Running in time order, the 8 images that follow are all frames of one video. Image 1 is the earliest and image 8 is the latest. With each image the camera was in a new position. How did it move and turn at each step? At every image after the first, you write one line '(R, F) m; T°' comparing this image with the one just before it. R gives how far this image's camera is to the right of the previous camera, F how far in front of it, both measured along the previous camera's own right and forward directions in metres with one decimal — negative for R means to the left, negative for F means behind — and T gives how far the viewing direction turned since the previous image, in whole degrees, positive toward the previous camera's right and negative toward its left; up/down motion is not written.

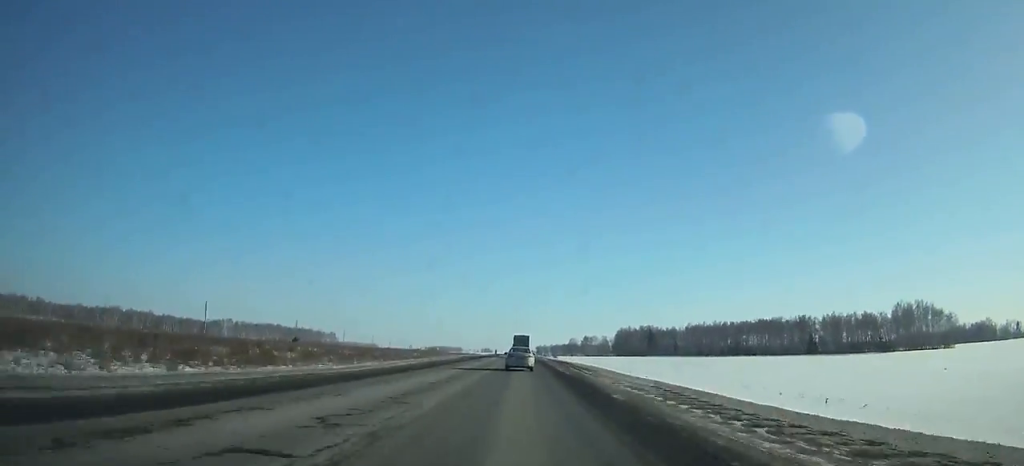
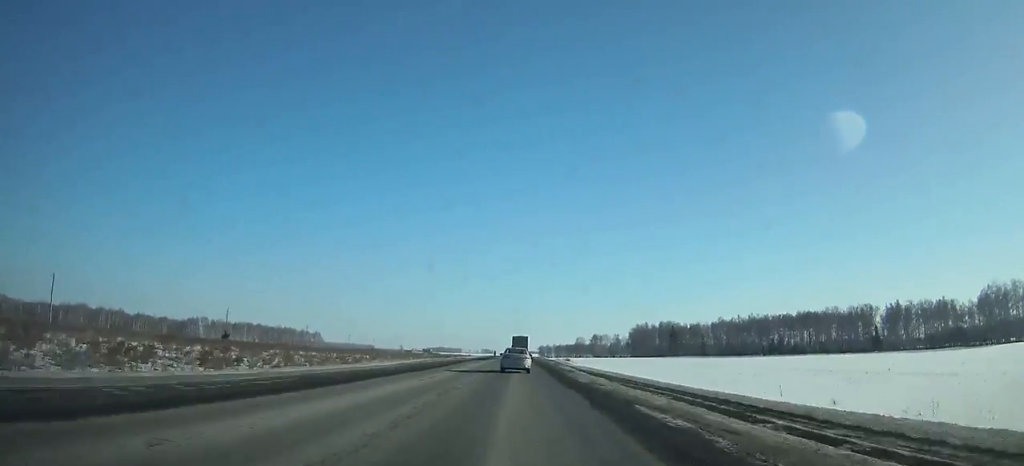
(0.0, +53.9) m; 0°
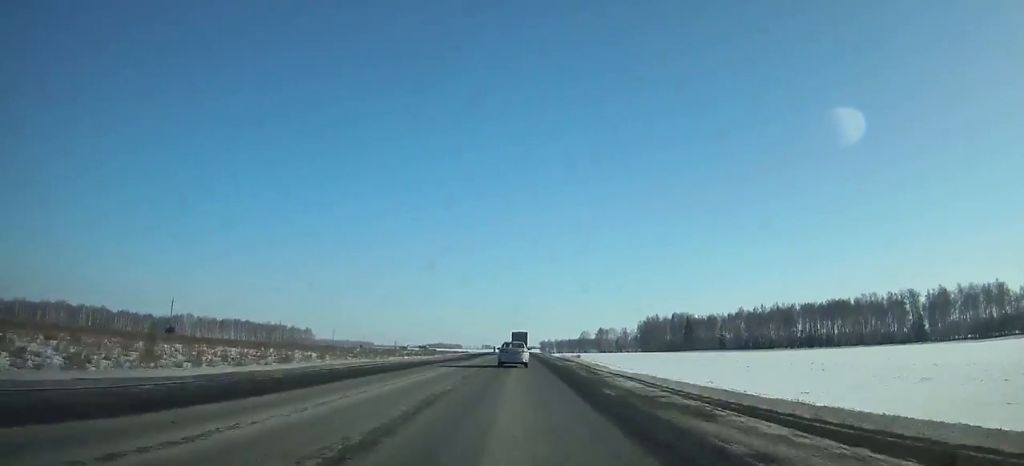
(0.0, +28.1) m; 0°
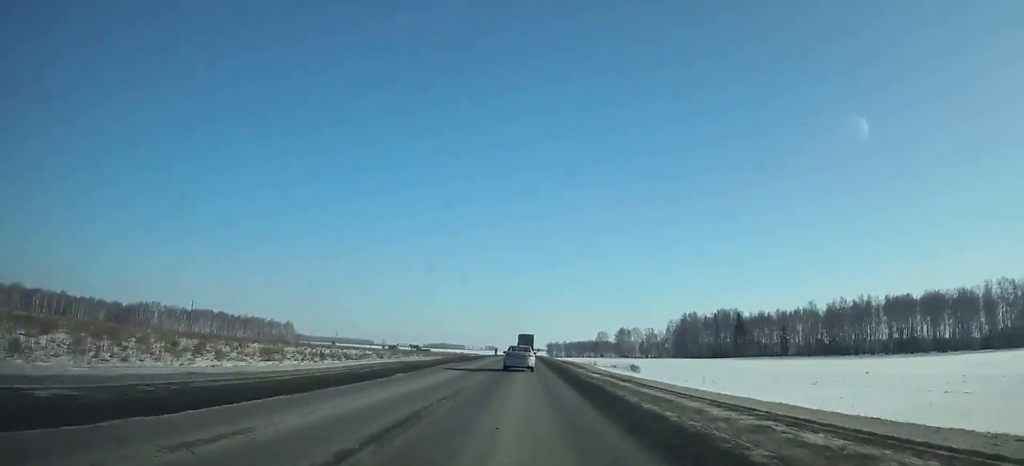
(-0.1, +67.0) m; 0°
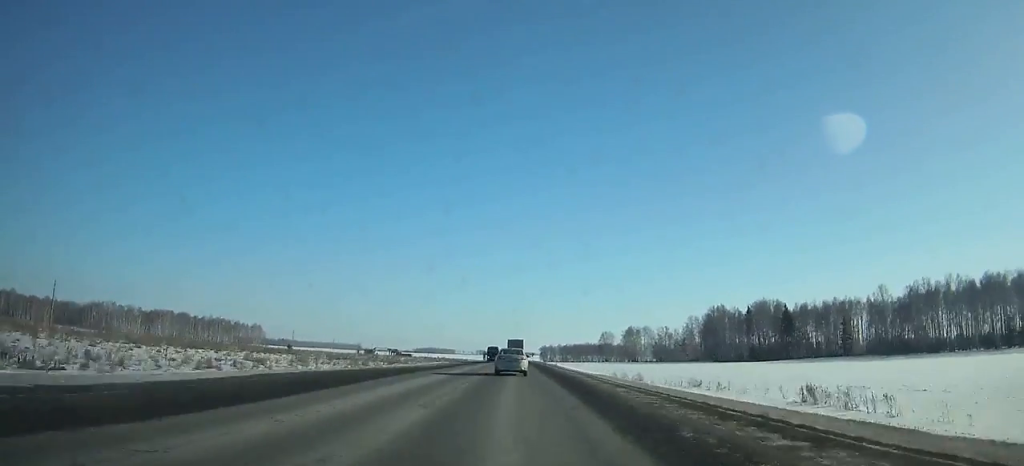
(0.0, +49.9) m; 0°
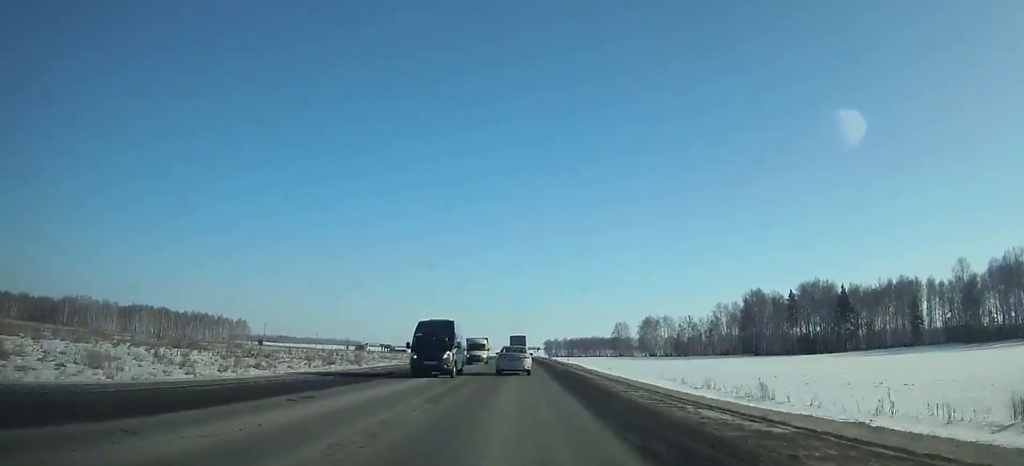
(0.0, +34.6) m; 0°
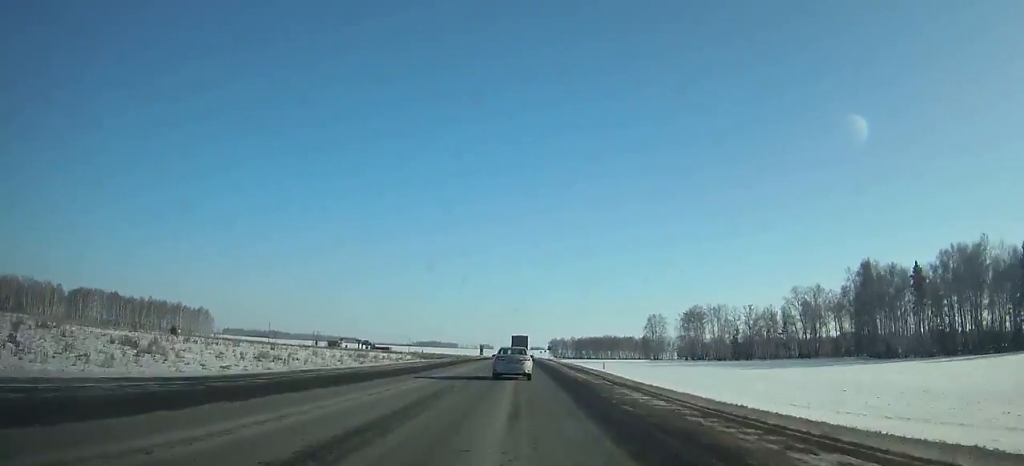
(0.0, +62.7) m; 0°
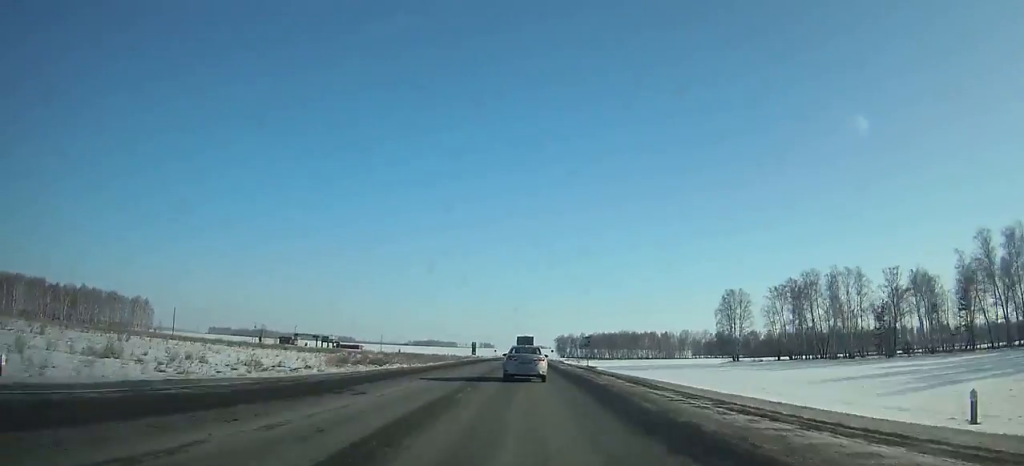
(-0.3, +74.8) m; 0°
